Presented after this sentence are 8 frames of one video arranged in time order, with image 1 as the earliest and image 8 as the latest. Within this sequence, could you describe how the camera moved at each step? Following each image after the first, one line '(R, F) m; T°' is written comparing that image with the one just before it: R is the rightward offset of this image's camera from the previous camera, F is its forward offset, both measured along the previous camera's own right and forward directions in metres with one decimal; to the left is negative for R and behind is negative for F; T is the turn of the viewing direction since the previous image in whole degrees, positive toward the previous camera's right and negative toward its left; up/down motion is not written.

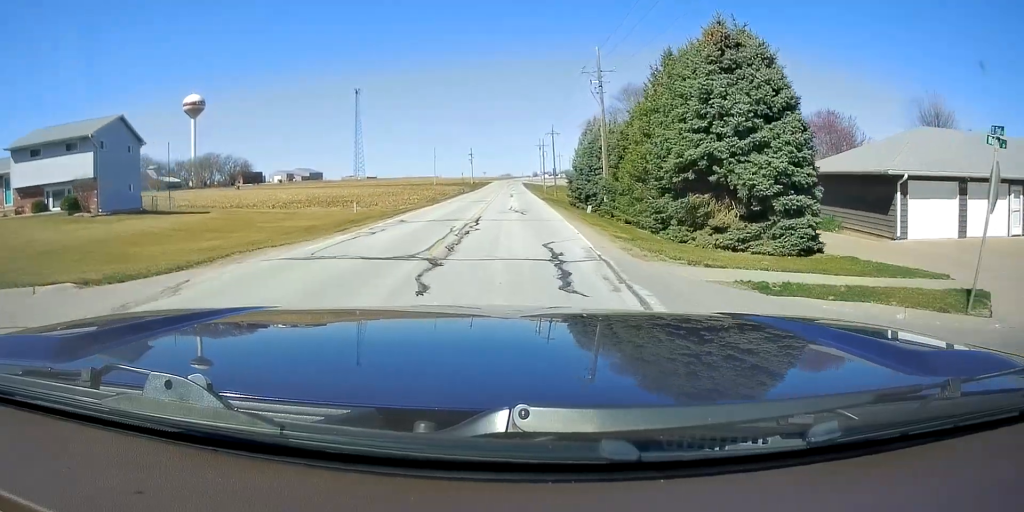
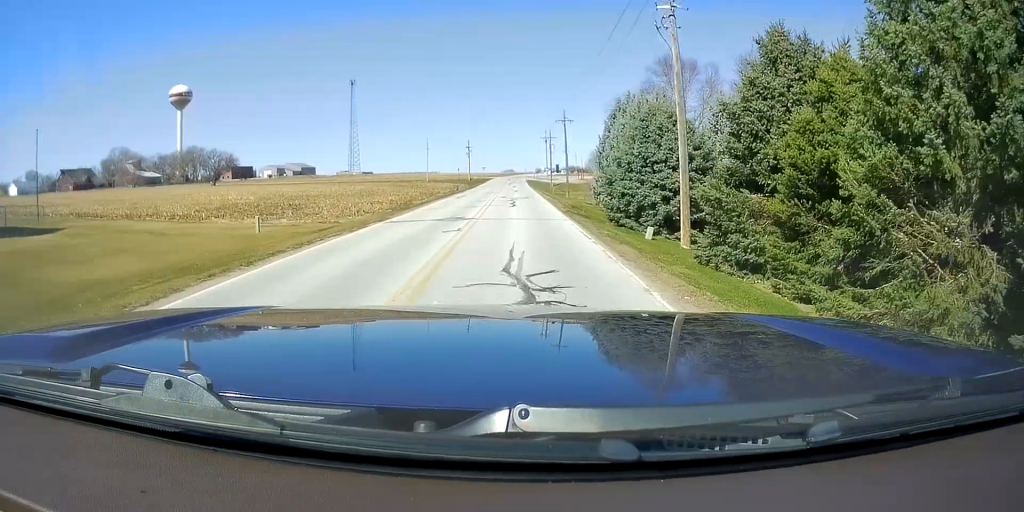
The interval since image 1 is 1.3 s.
(-0.8, +17.8) m; -1°
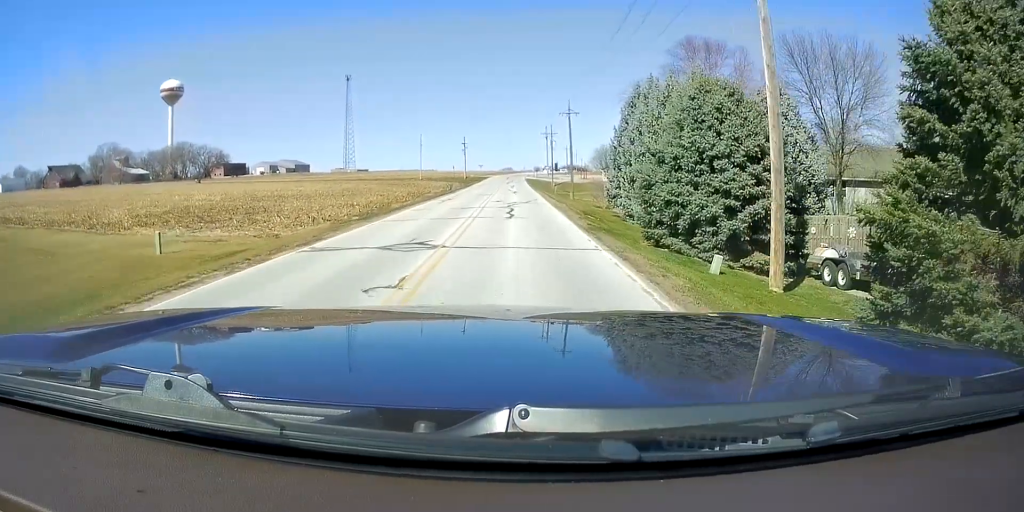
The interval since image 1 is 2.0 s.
(+0.4, +8.0) m; 0°
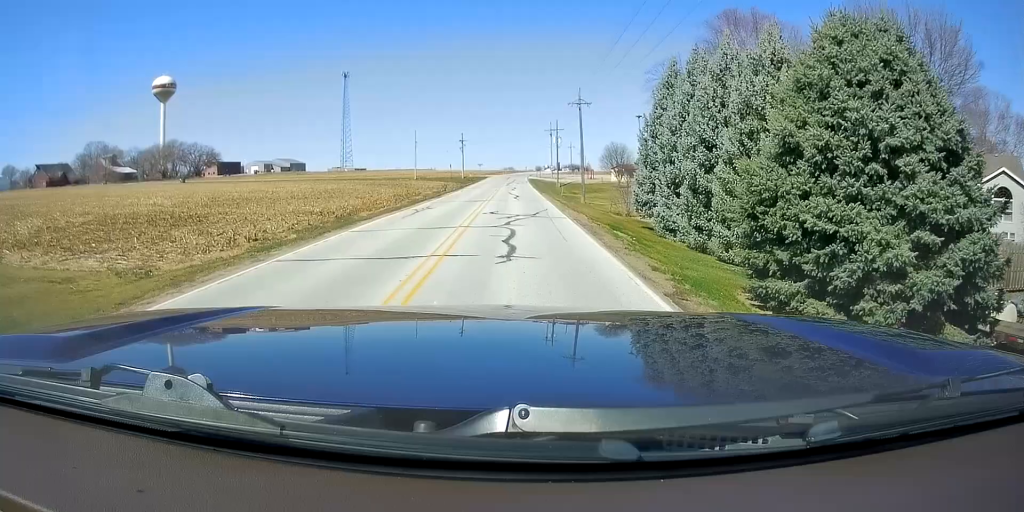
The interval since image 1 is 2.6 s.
(+0.3, +9.1) m; 0°
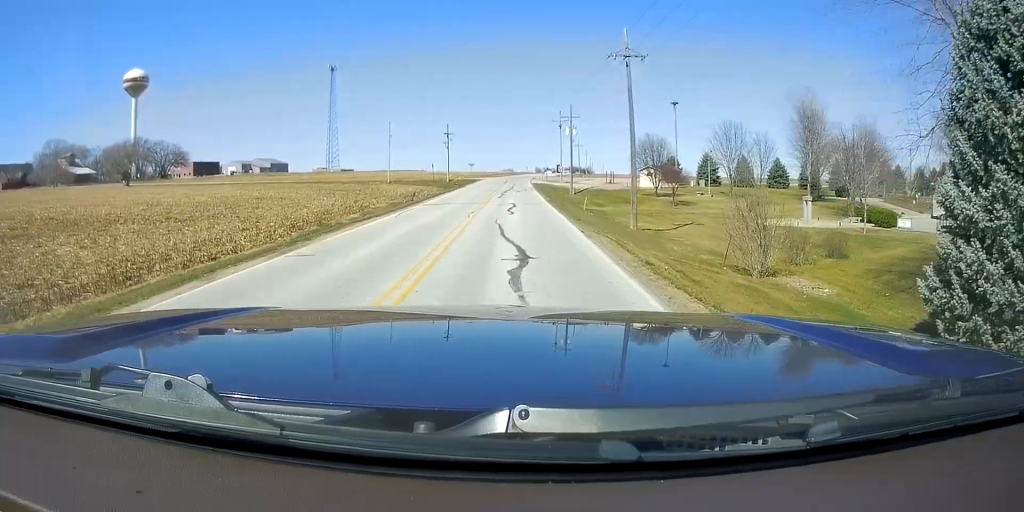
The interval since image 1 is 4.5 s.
(+0.4, +25.5) m; +4°
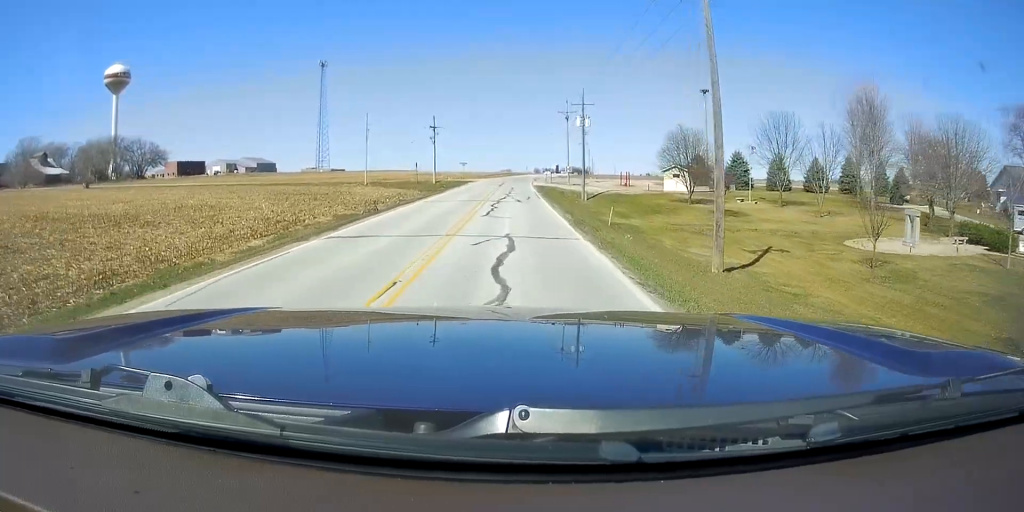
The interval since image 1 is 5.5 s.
(-0.4, +15.0) m; -3°
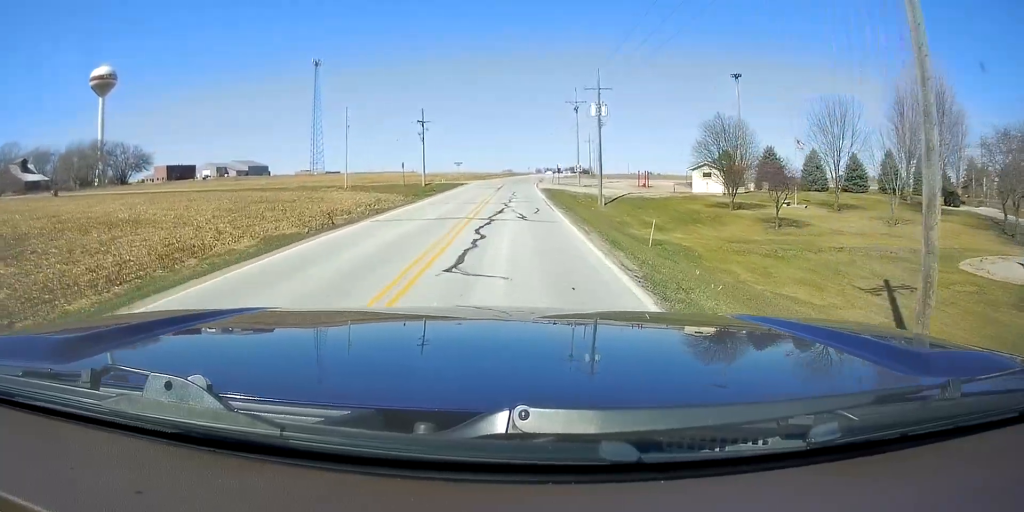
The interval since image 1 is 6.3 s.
(-0.3, +11.3) m; 0°
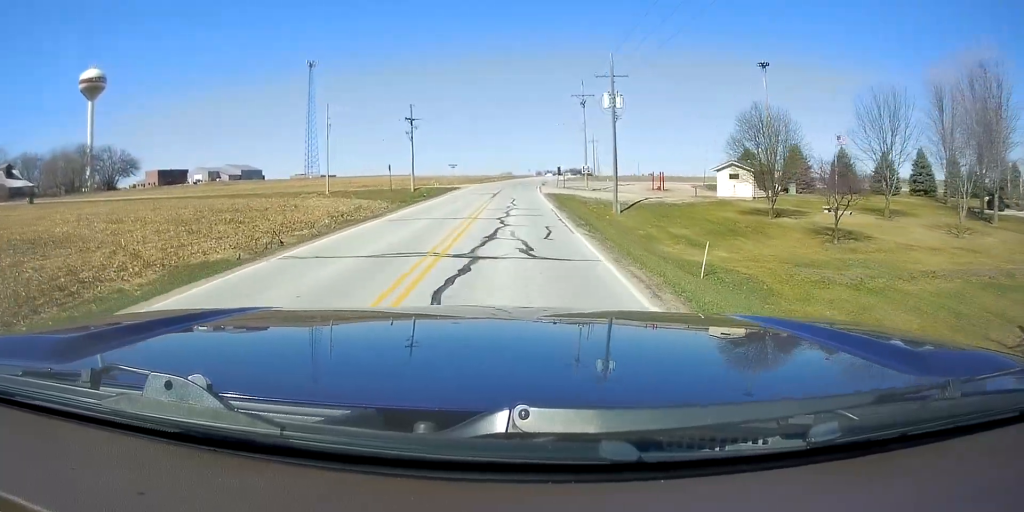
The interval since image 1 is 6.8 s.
(+0.1, +7.9) m; 0°
